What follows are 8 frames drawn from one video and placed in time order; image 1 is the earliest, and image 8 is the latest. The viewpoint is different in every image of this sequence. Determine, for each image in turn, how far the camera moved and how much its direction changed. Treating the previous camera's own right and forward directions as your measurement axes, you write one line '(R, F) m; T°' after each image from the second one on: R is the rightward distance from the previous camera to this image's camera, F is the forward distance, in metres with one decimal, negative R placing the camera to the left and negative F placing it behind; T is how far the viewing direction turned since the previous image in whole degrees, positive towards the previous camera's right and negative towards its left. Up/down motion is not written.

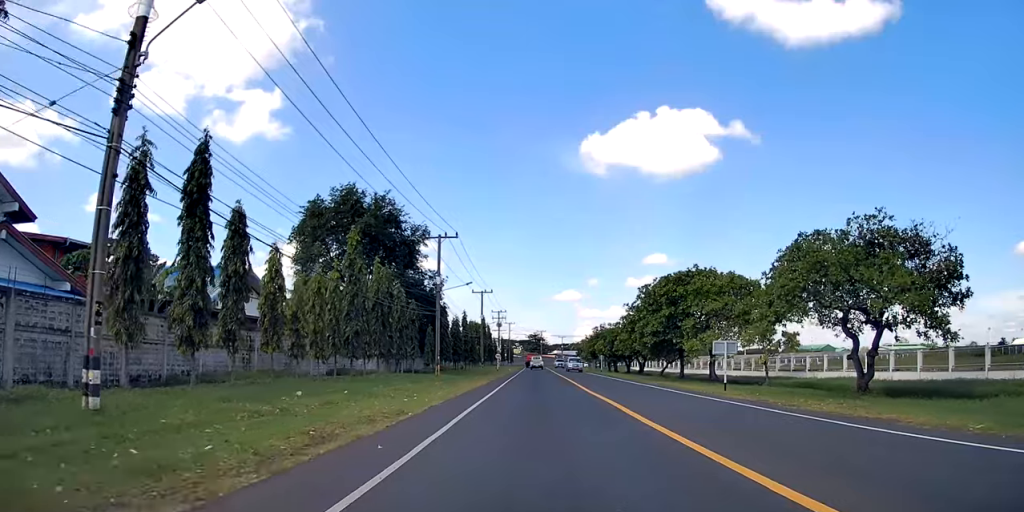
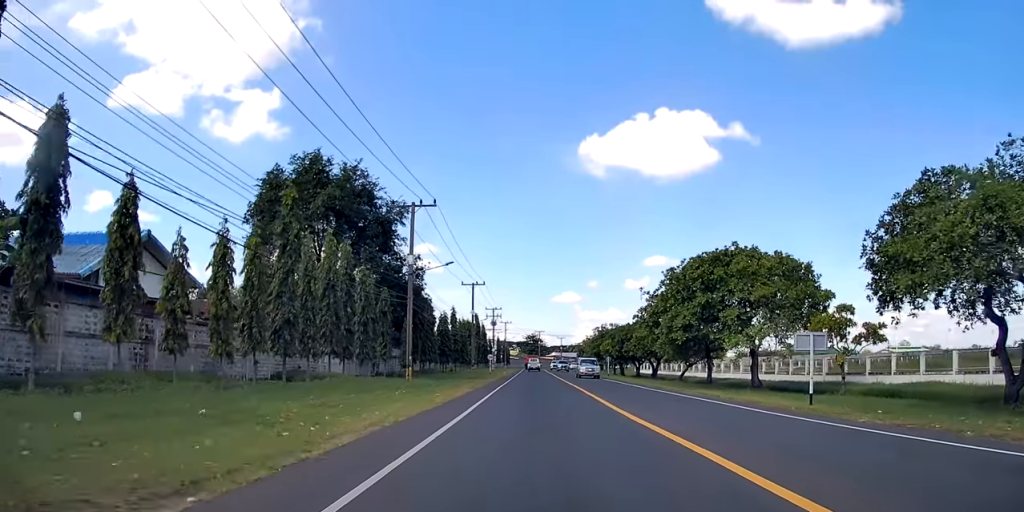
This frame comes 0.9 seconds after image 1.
(-0.1, +10.5) m; +1°
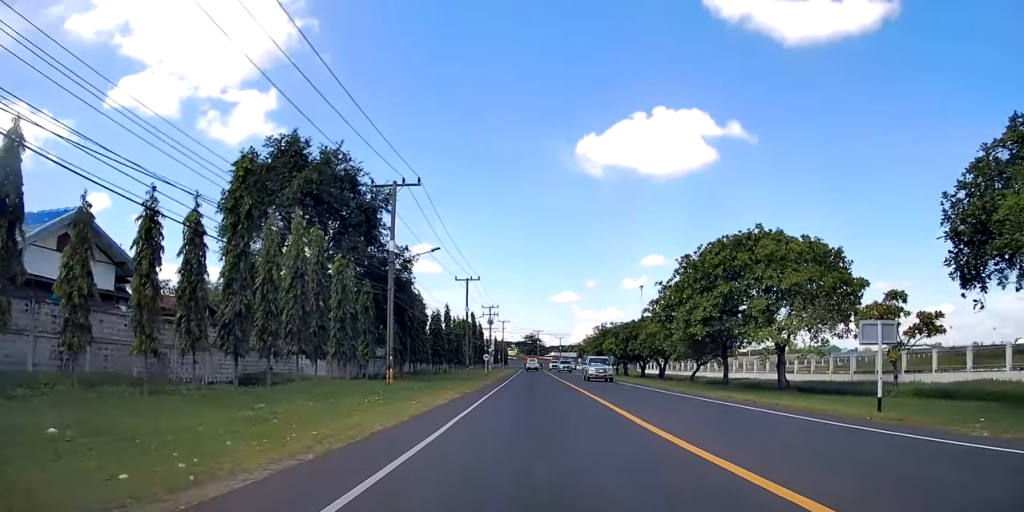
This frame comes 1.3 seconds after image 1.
(-0.1, +5.1) m; +2°
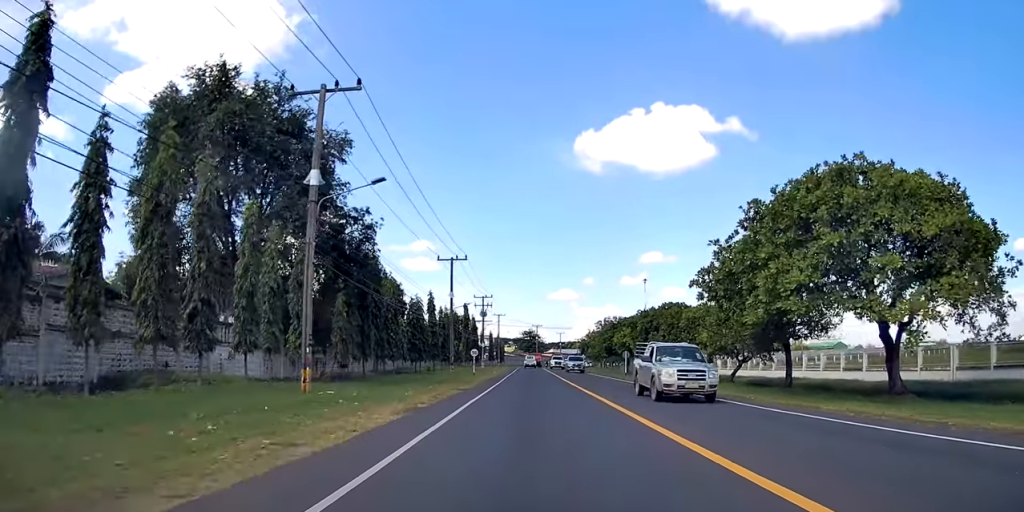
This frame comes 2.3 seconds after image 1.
(+0.8, +13.5) m; +4°
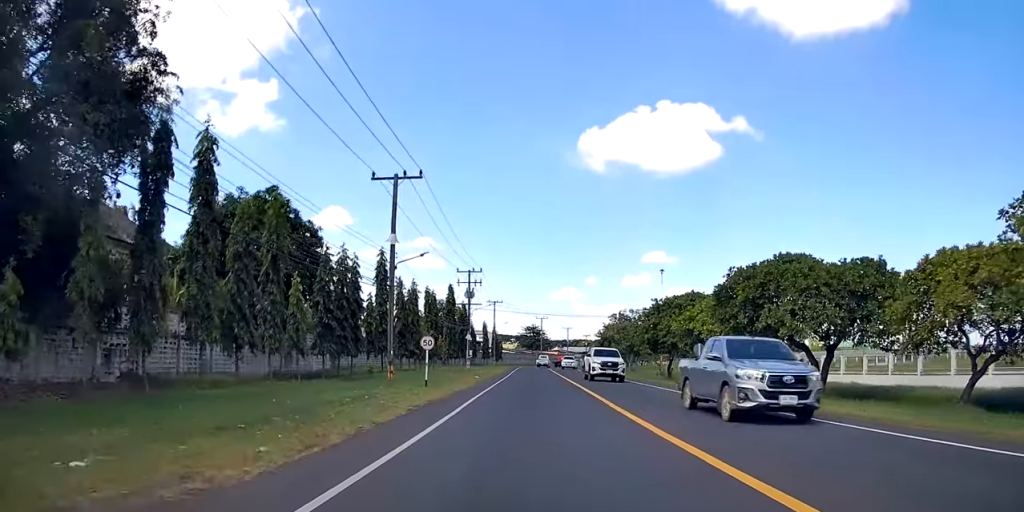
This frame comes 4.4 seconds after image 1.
(-0.6, +29.8) m; -2°
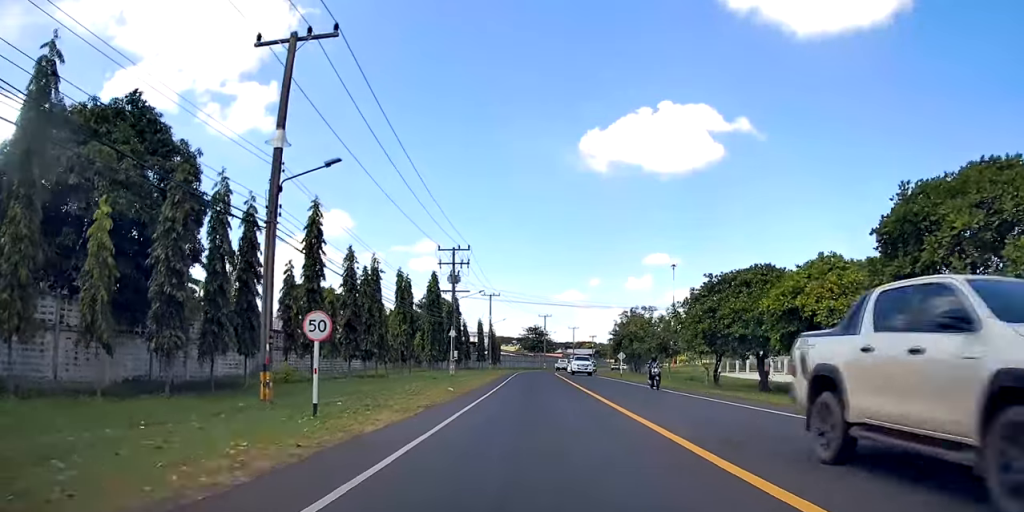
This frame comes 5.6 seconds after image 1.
(0.0, +17.4) m; 0°
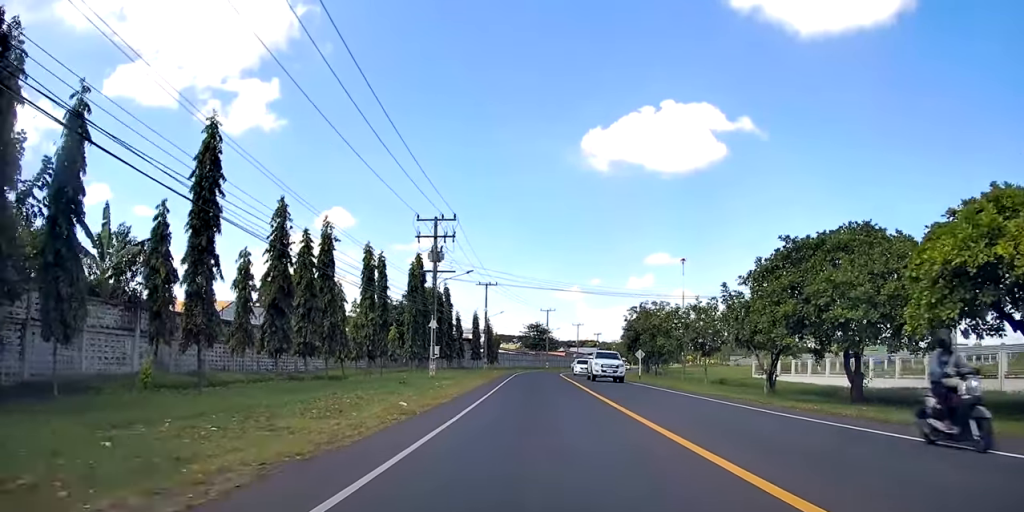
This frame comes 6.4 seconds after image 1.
(0.0, +12.3) m; -2°
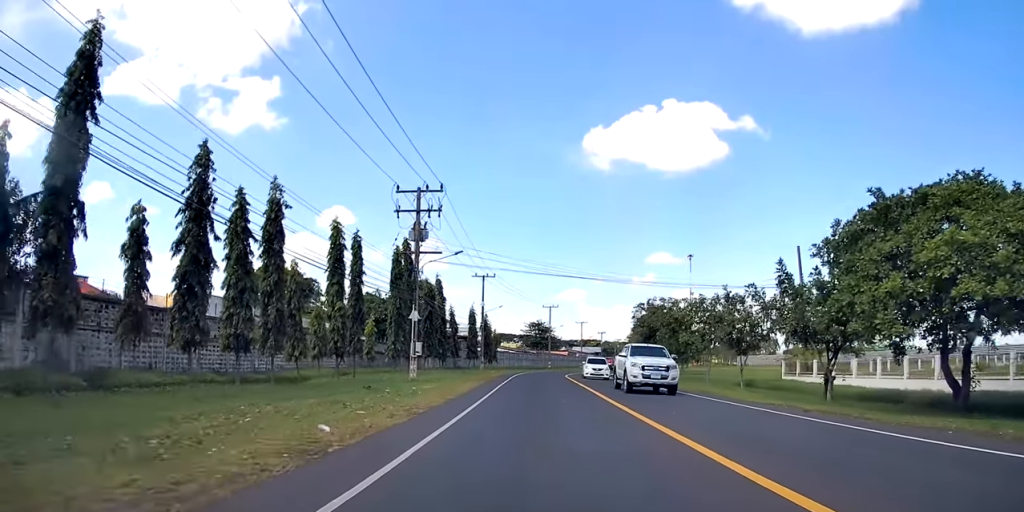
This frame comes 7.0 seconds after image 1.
(-0.1, +8.2) m; -1°
